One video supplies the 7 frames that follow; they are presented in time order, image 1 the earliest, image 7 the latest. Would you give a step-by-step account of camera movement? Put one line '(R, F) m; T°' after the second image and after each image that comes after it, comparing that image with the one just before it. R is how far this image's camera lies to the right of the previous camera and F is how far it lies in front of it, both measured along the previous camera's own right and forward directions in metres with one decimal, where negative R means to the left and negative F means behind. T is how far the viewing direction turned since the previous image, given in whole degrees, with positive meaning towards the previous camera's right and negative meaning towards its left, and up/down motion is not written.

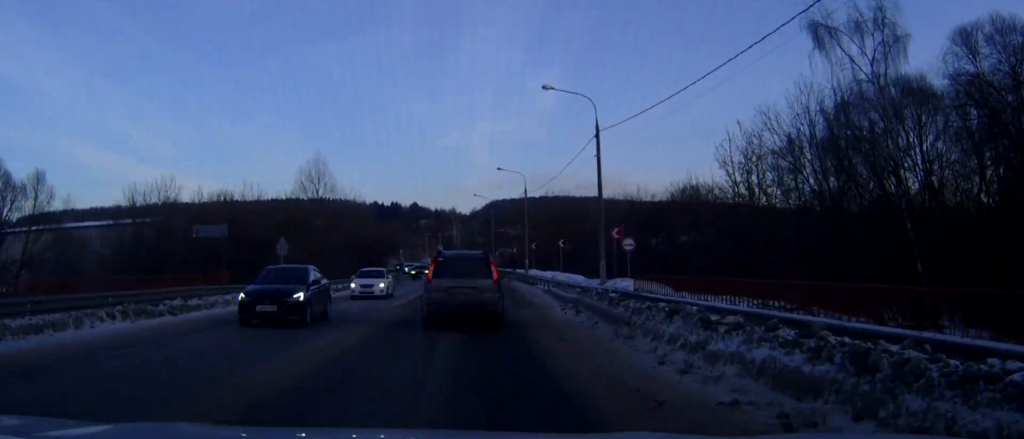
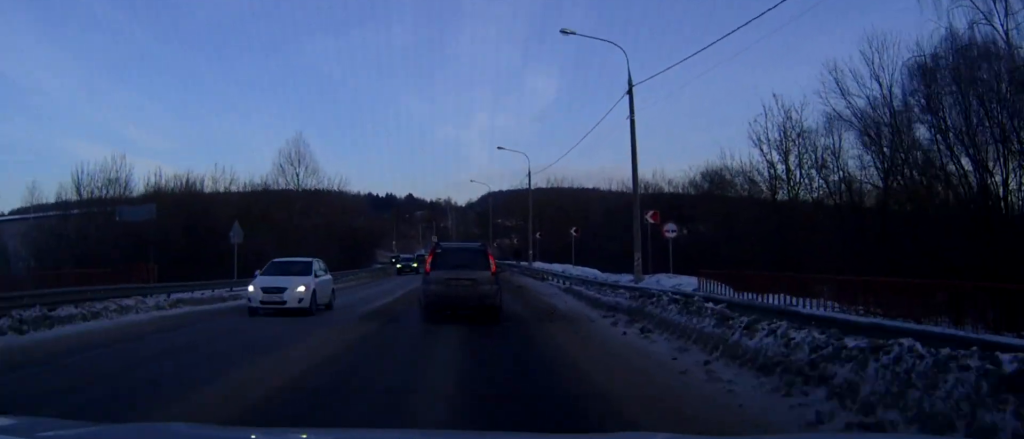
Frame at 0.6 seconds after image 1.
(0.0, +8.2) m; 0°
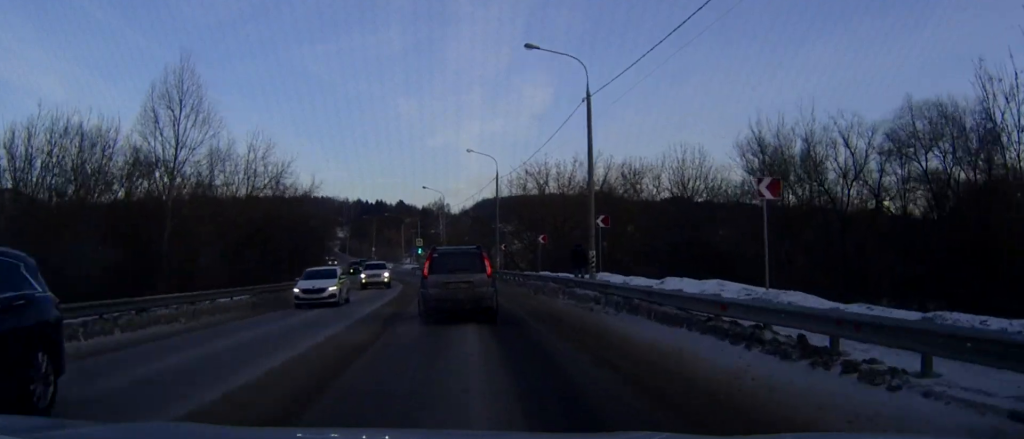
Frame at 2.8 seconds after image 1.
(0.0, +31.9) m; 0°
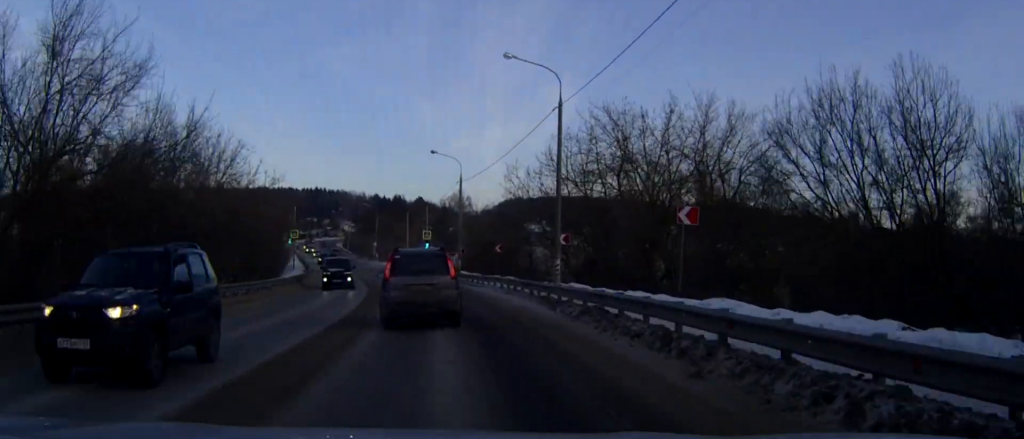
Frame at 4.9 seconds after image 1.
(-0.3, +29.8) m; -2°
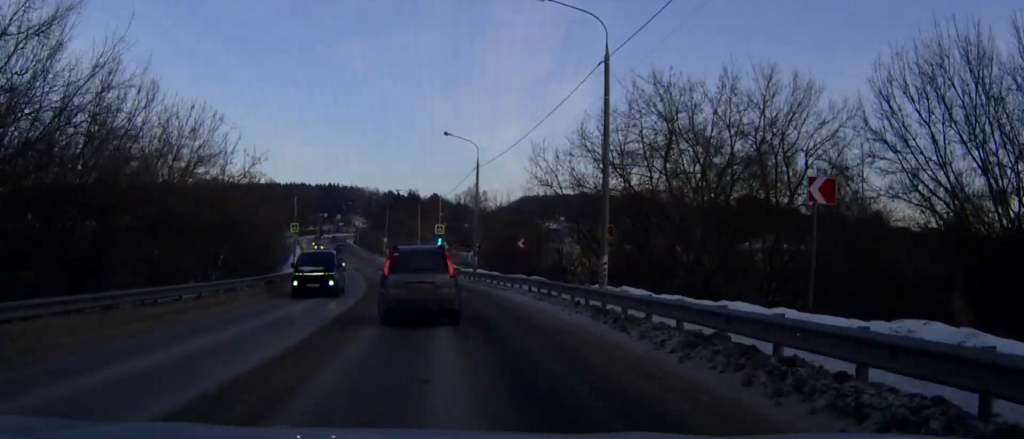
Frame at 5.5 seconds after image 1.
(-0.1, +7.5) m; -1°
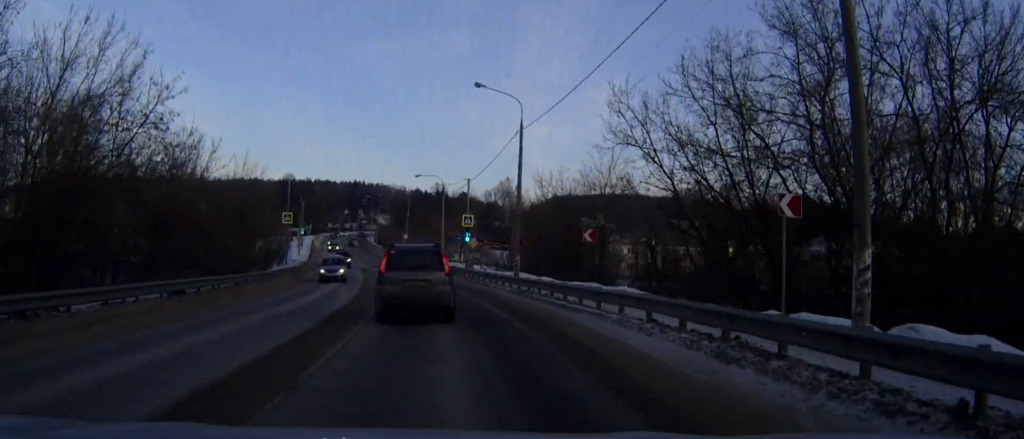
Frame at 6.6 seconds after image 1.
(-0.3, +15.4) m; -2°
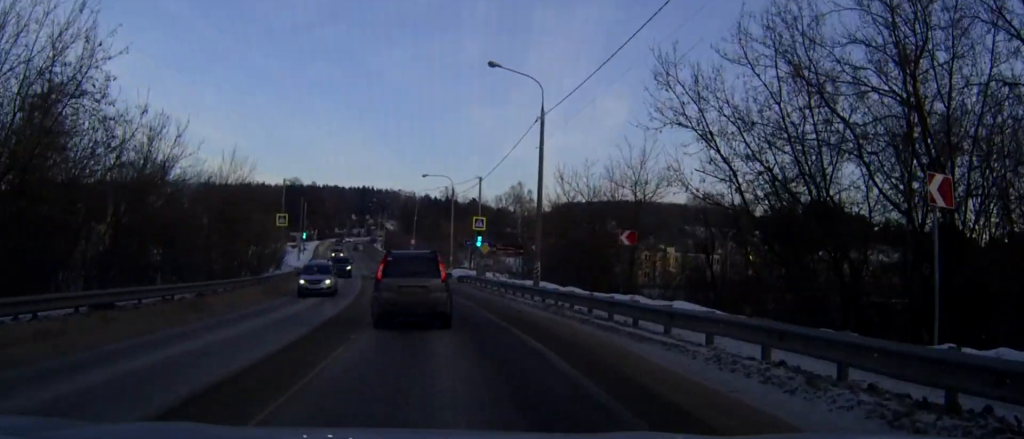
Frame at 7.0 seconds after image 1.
(-0.1, +5.4) m; -1°
